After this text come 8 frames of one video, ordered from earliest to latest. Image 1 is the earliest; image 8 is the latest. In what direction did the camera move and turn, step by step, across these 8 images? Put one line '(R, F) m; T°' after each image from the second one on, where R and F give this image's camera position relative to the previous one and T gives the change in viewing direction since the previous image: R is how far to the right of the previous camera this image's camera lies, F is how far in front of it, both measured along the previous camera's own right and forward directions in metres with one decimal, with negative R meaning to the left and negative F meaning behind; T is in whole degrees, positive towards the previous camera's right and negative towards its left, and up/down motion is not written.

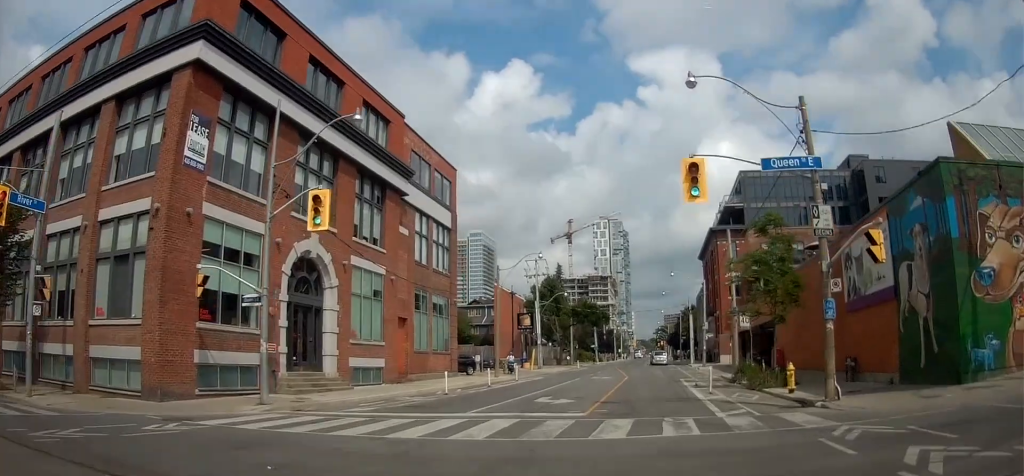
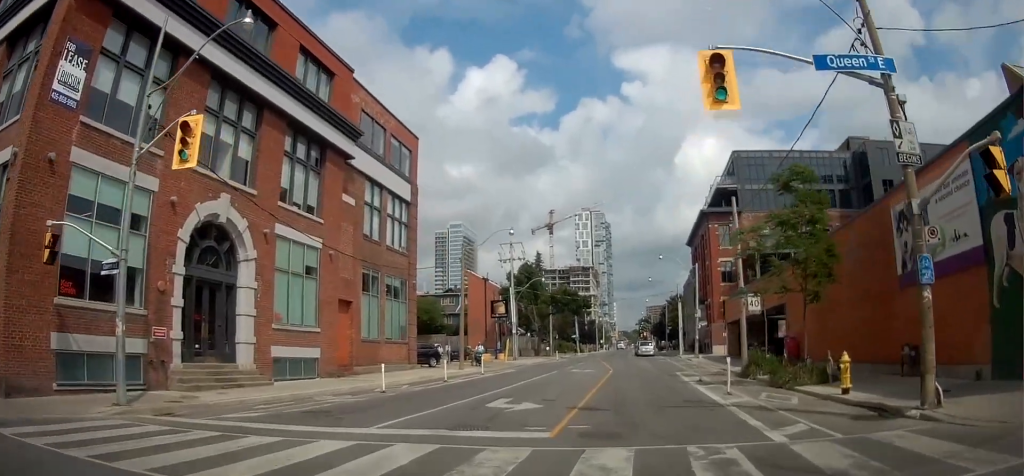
(+0.1, +5.3) m; +2°
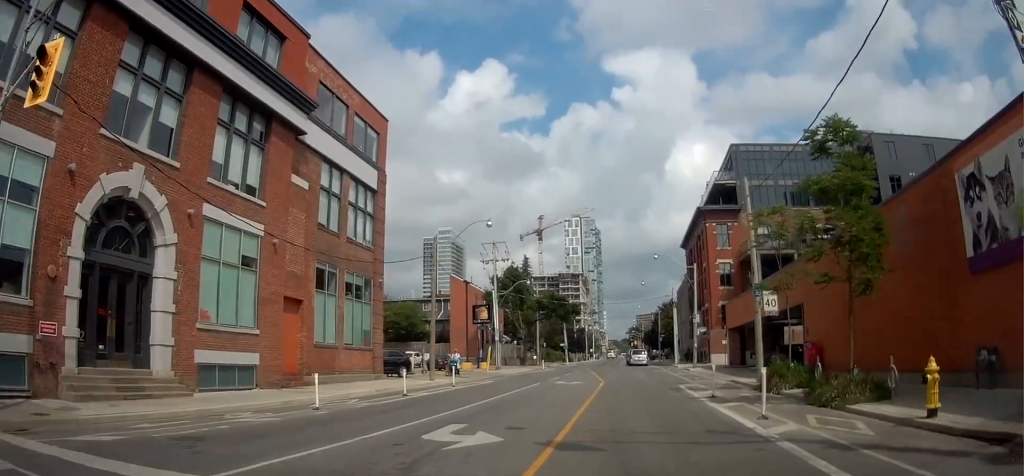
(0.0, +4.0) m; +1°
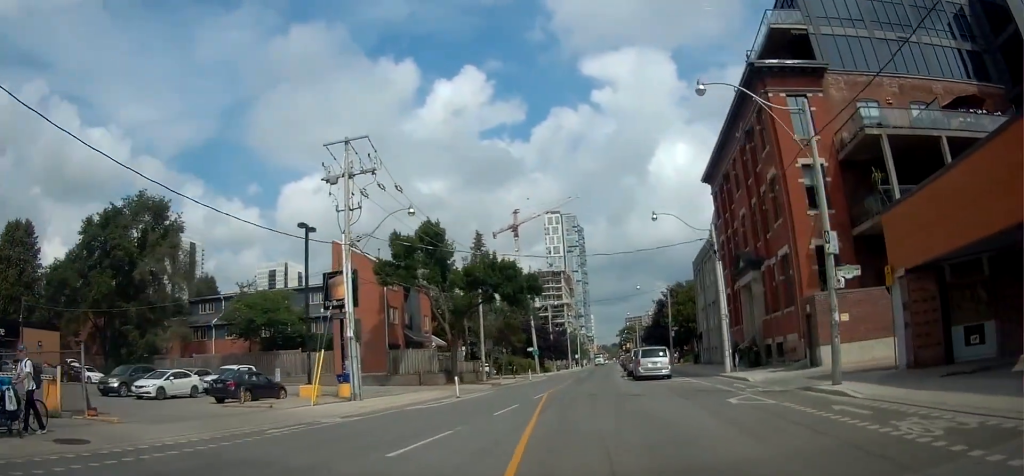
(-0.1, +29.8) m; -1°
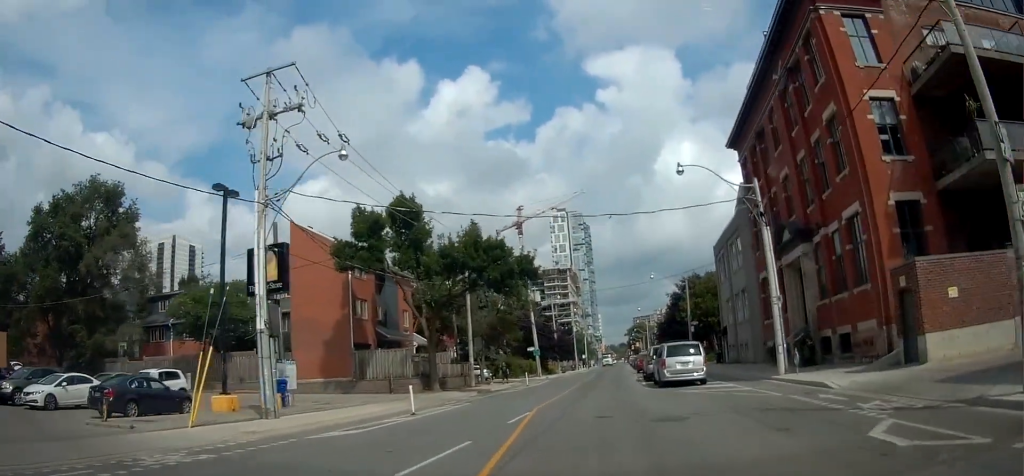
(0.0, +7.9) m; 0°
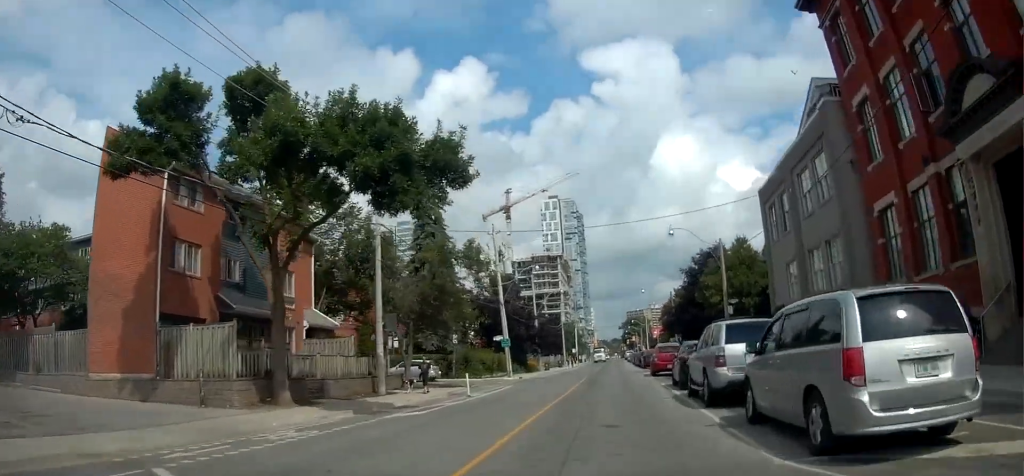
(0.0, +17.7) m; 0°
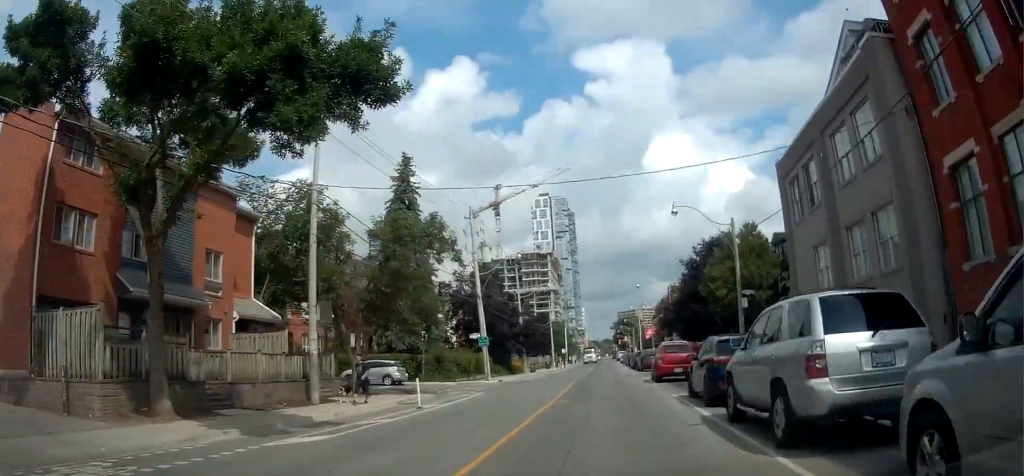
(0.0, +5.8) m; 0°
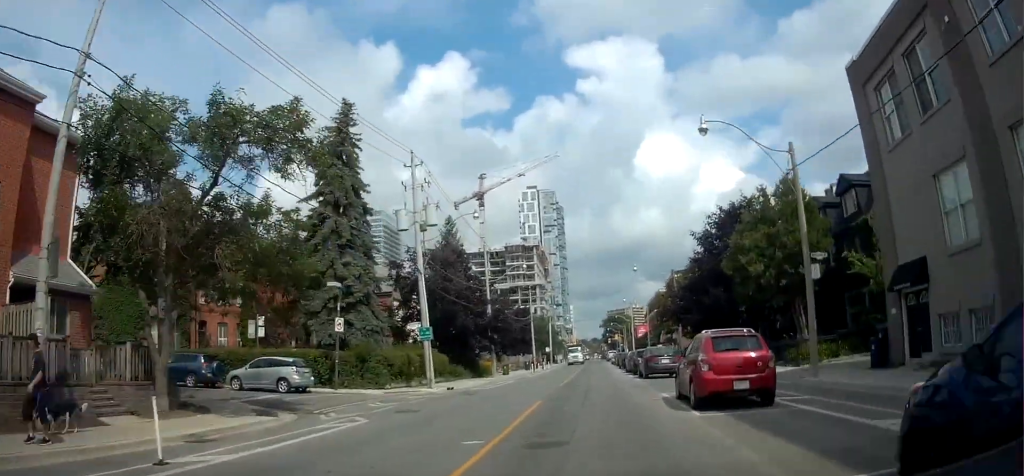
(0.0, +11.8) m; 0°
